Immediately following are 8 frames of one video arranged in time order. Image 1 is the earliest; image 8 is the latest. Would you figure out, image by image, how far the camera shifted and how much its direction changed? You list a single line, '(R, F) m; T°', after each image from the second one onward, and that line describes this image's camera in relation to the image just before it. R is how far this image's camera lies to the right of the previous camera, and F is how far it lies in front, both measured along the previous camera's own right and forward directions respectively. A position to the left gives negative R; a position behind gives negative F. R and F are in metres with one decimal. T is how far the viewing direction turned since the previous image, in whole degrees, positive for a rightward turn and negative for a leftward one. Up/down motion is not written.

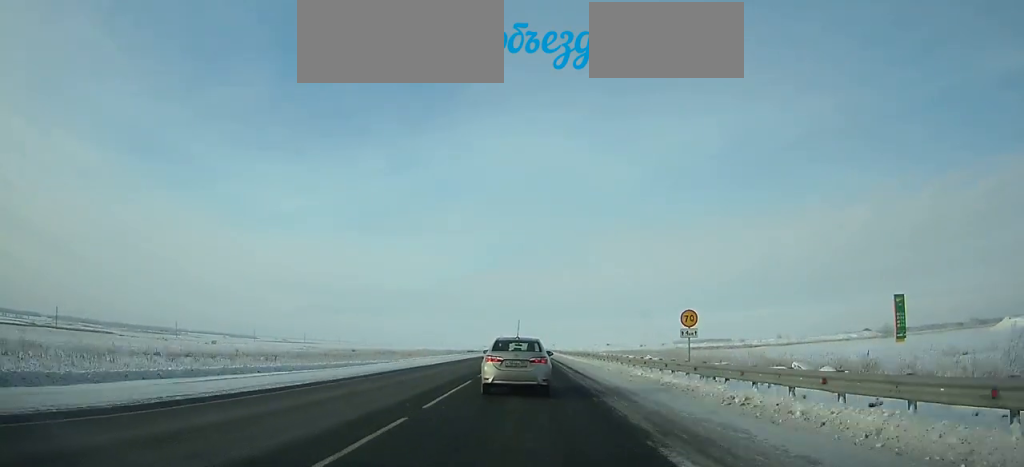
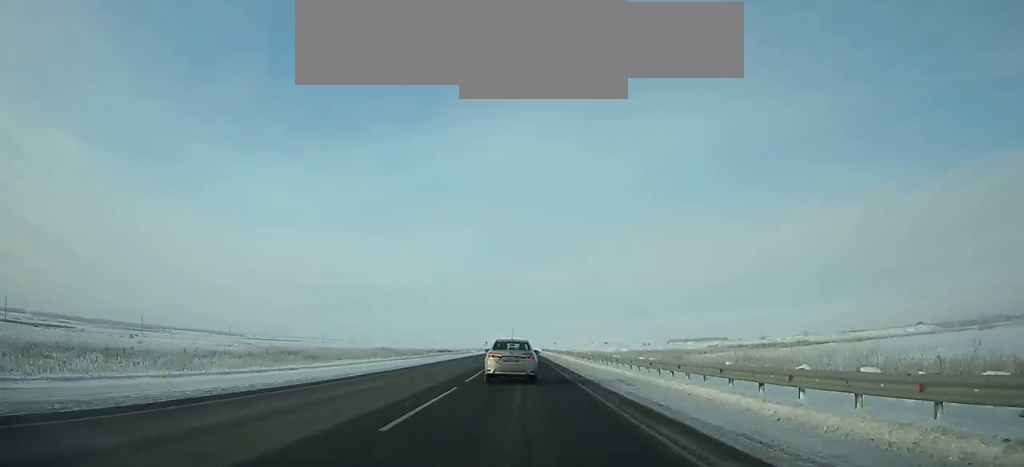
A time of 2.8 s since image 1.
(0.0, +51.4) m; 0°
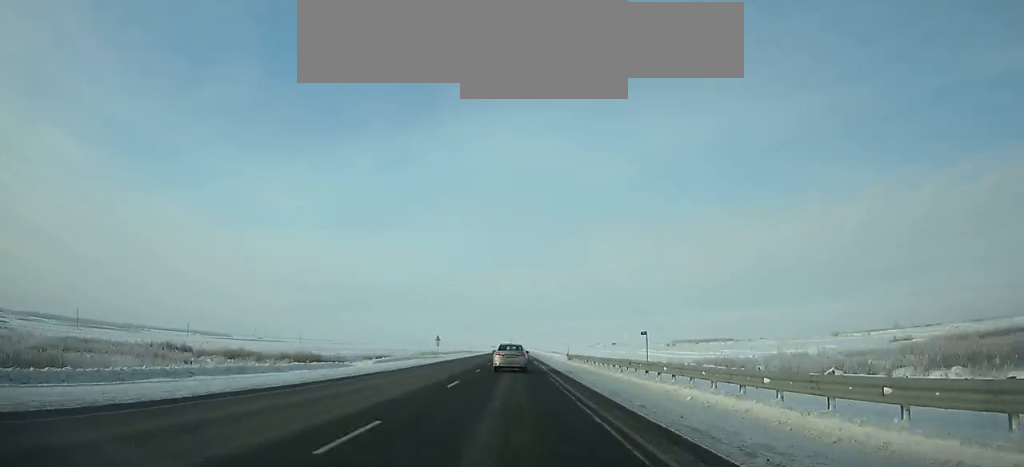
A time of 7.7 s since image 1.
(-0.2, +97.5) m; 0°
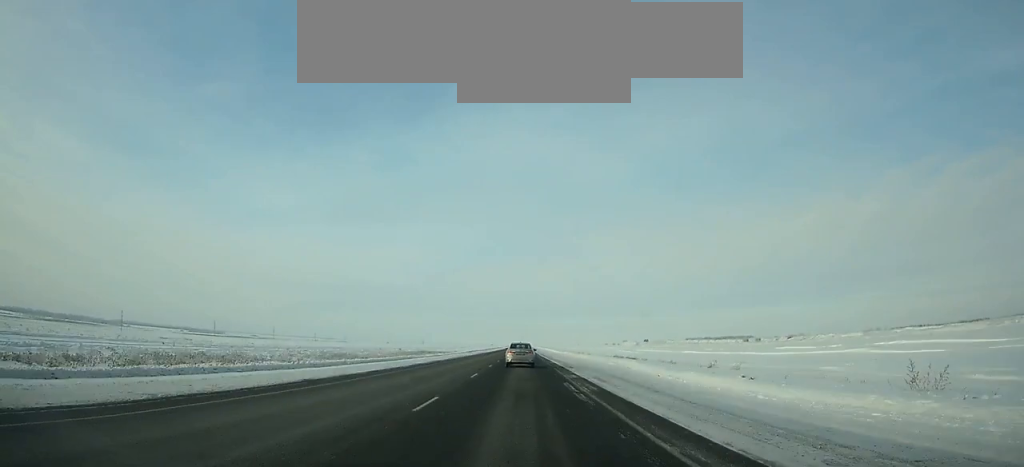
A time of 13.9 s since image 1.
(+0.1, +139.1) m; 0°
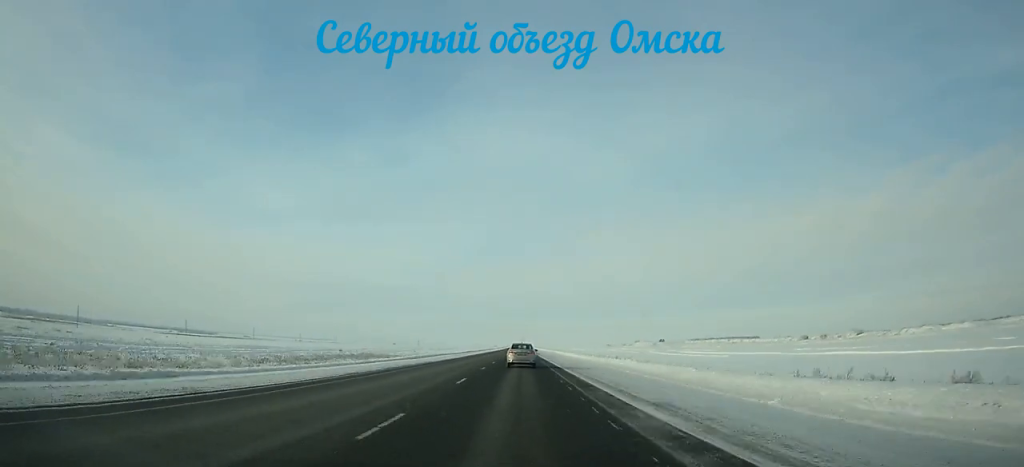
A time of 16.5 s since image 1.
(0.0, +62.6) m; 0°
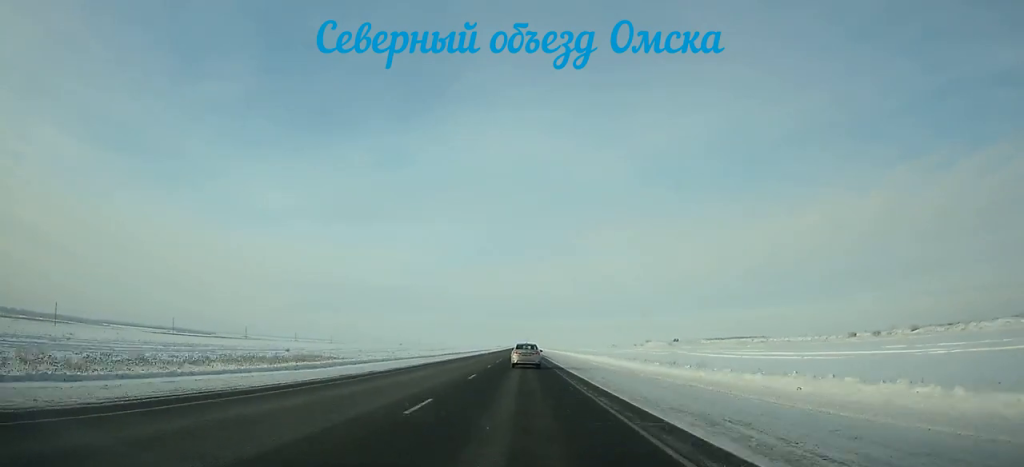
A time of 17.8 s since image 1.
(+0.1, +32.0) m; 0°
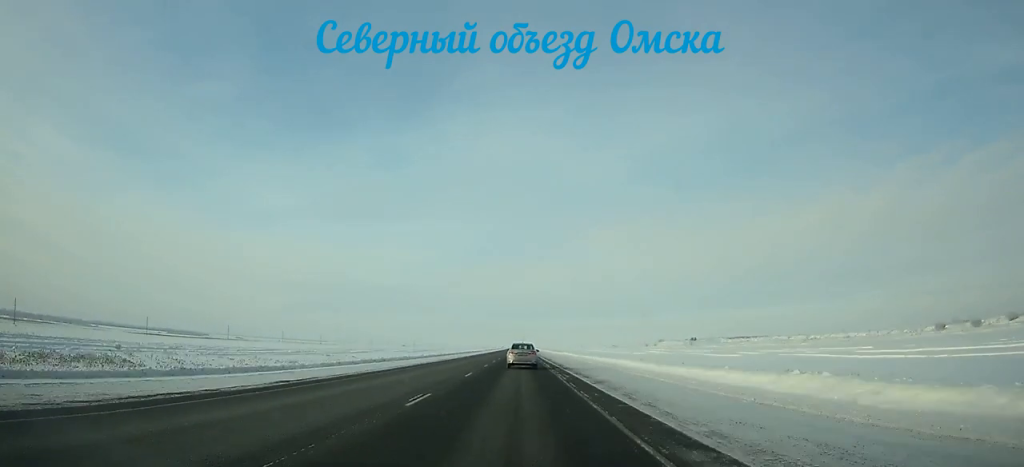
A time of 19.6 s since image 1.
(0.0, +44.7) m; 0°
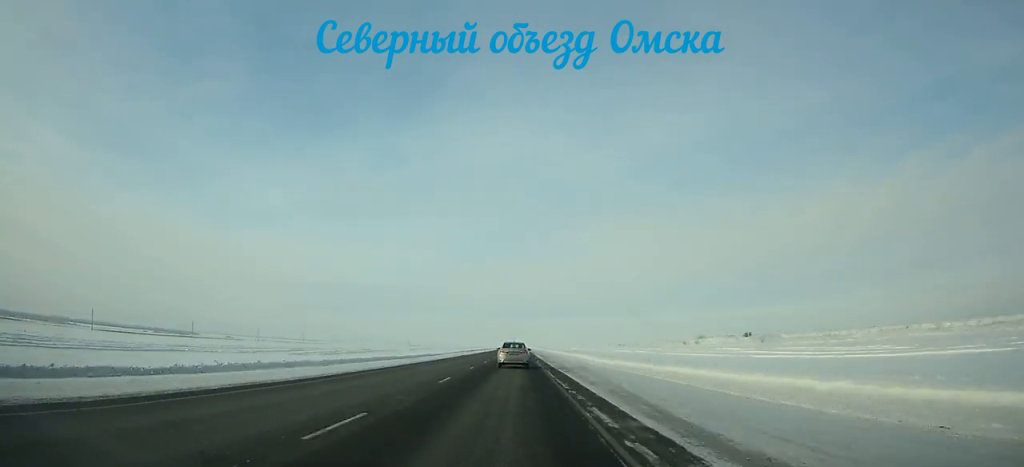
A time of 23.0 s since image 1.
(-0.2, +85.6) m; 0°
